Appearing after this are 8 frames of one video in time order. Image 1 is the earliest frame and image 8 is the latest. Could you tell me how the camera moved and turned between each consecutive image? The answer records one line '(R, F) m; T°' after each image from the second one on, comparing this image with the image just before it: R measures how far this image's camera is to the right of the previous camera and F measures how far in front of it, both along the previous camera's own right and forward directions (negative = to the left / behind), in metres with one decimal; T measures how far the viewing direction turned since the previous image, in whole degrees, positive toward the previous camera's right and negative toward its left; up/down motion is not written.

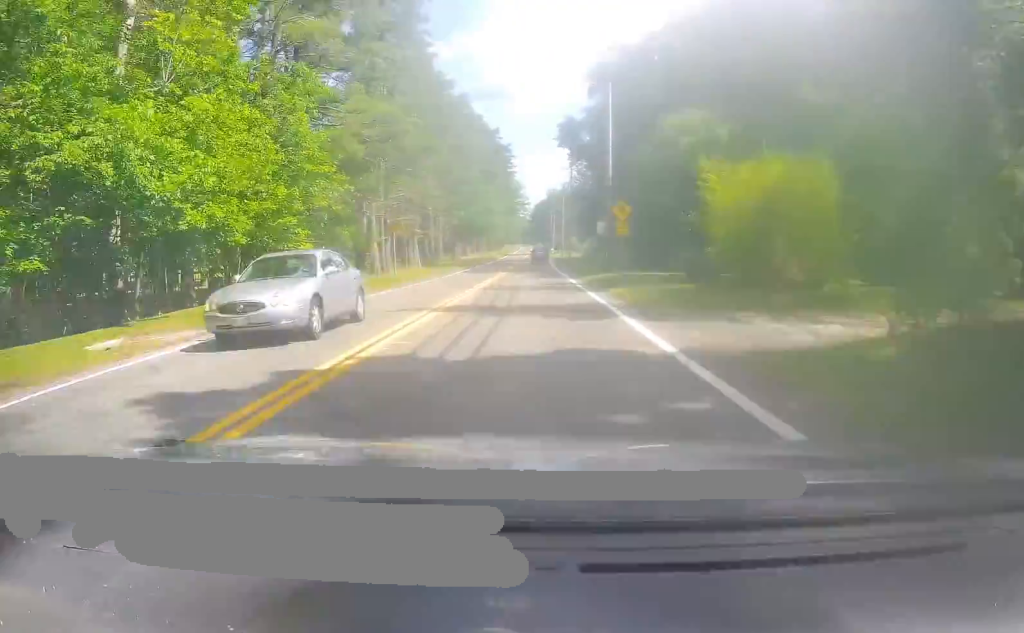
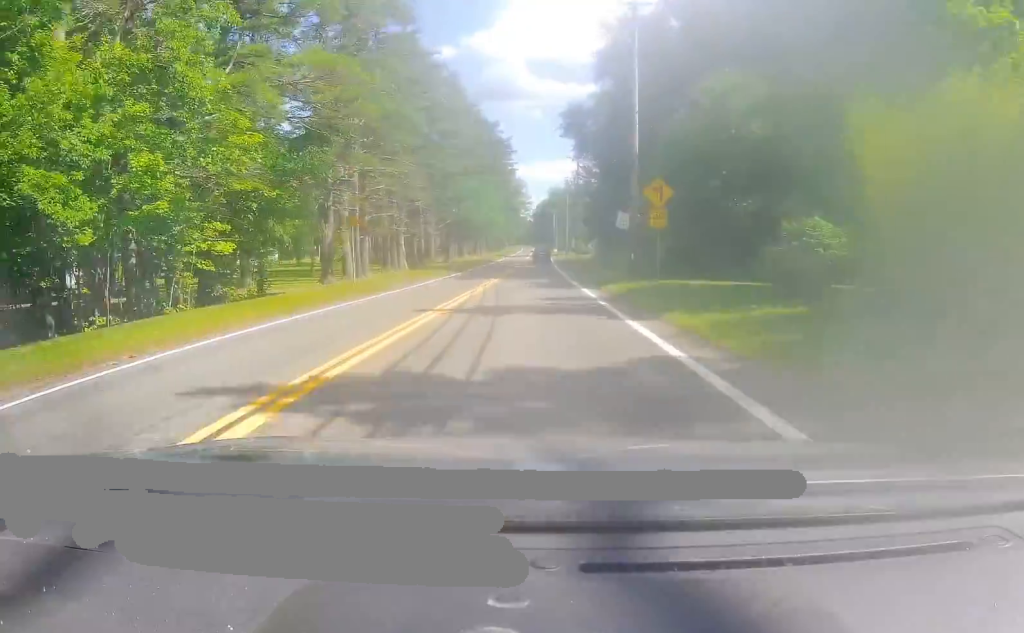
(+0.1, +10.0) m; +1°
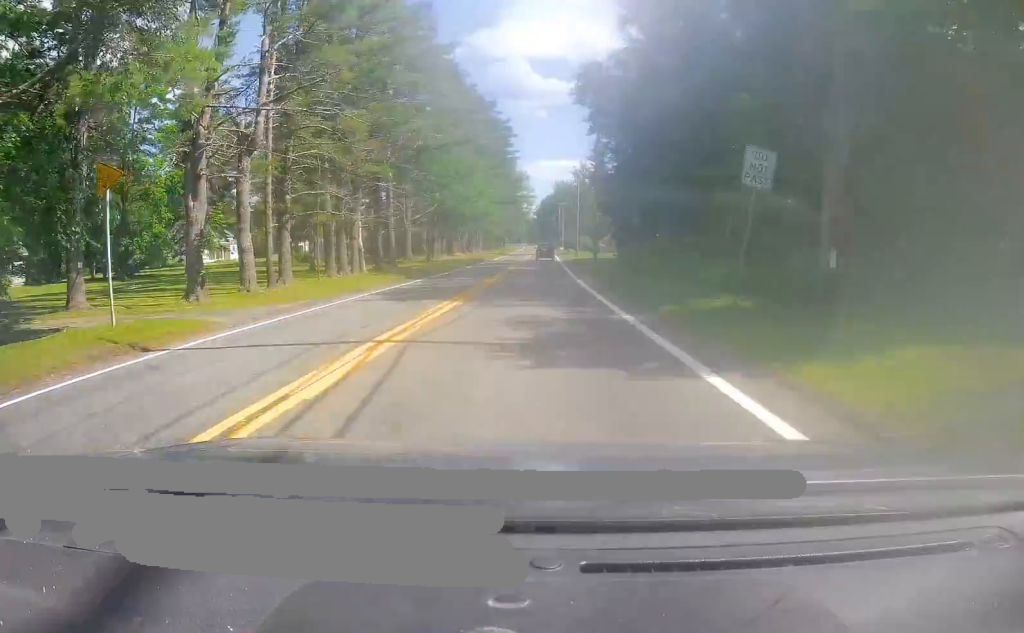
(+0.2, +19.8) m; 0°
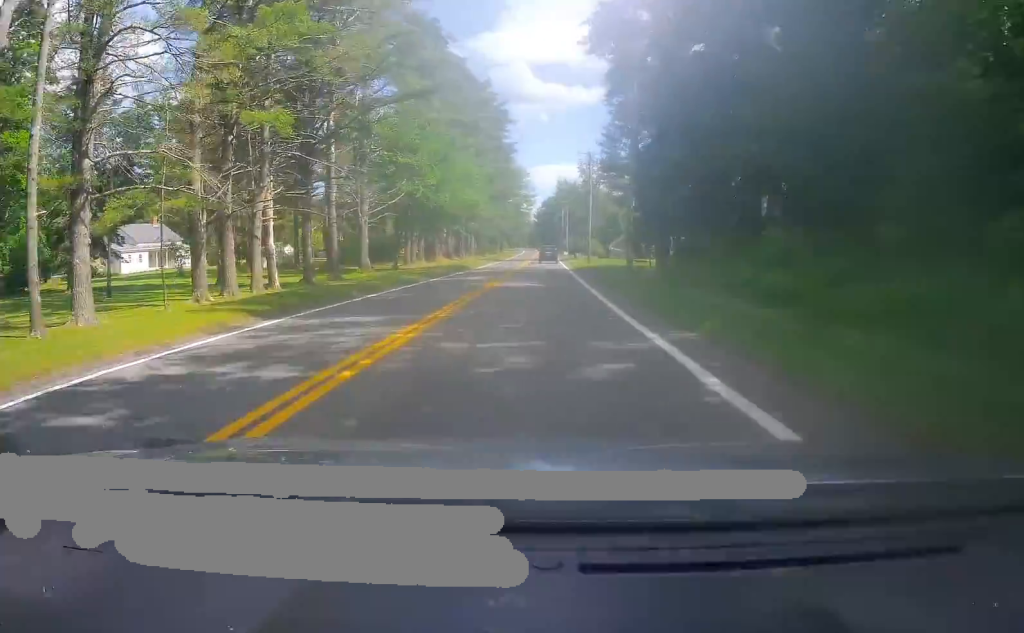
(-0.2, +19.7) m; -1°
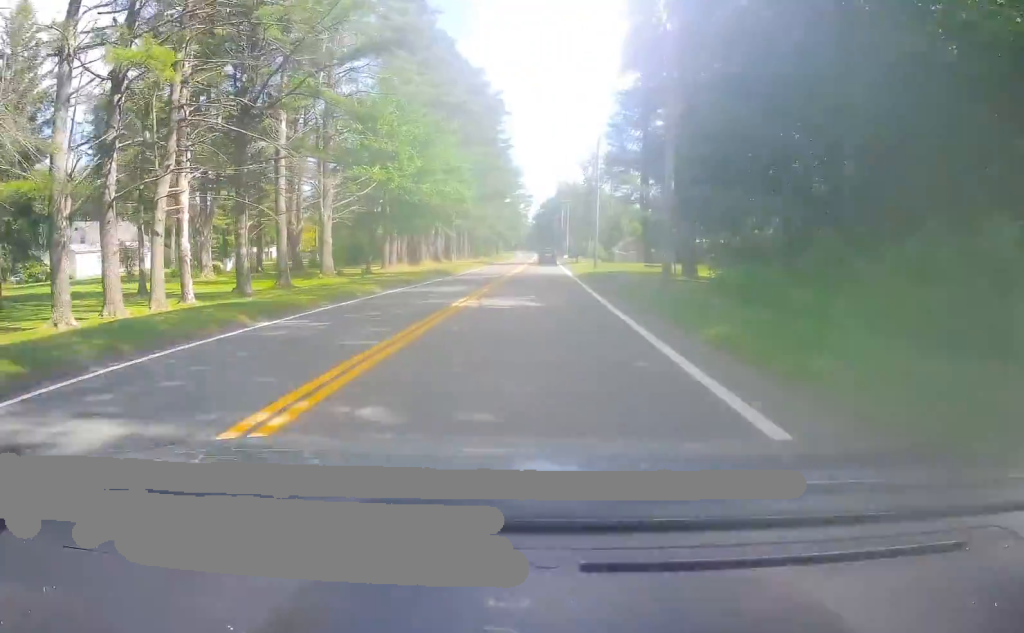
(0.0, +9.9) m; 0°
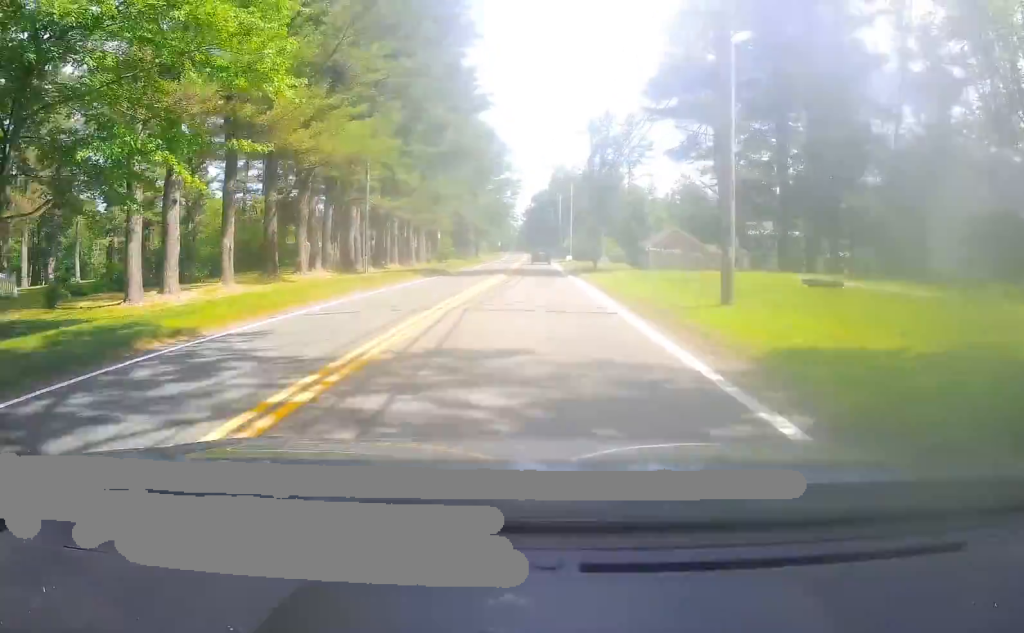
(+0.6, +41.2) m; +2°
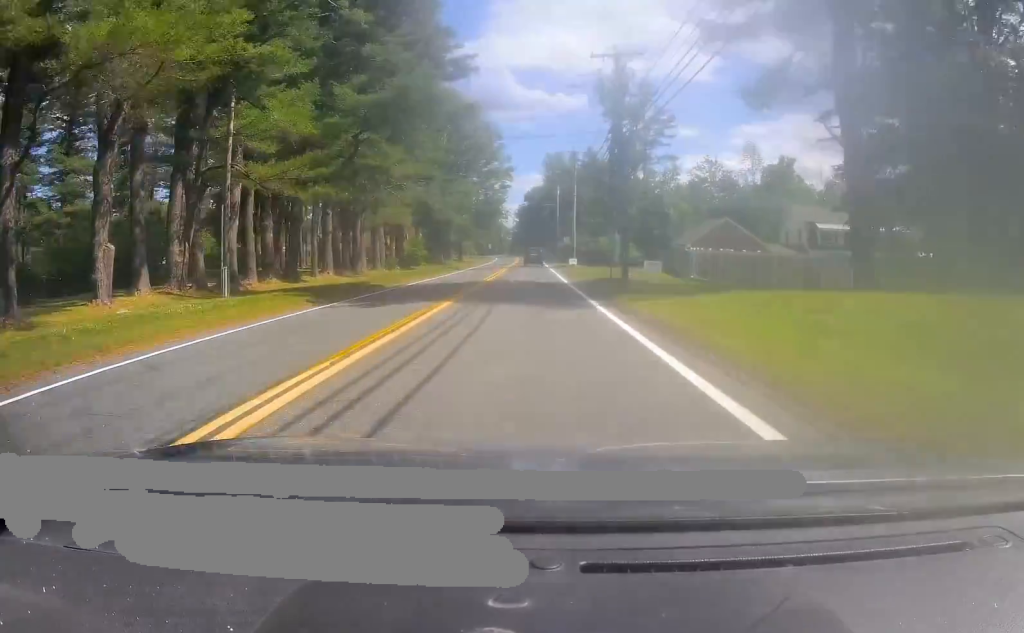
(0.0, +21.3) m; 0°
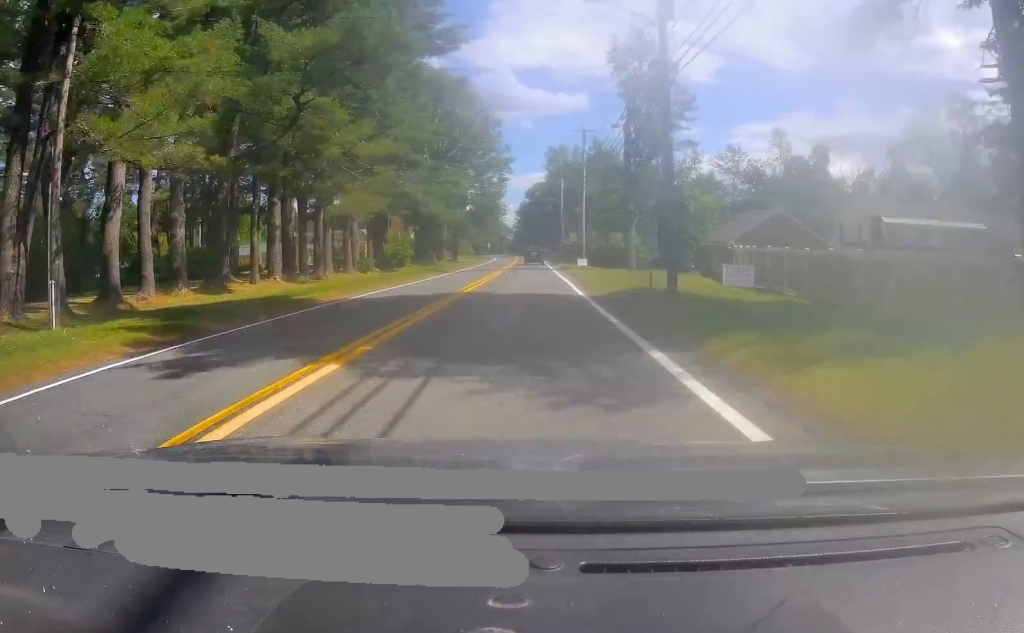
(0.0, +10.8) m; 0°
